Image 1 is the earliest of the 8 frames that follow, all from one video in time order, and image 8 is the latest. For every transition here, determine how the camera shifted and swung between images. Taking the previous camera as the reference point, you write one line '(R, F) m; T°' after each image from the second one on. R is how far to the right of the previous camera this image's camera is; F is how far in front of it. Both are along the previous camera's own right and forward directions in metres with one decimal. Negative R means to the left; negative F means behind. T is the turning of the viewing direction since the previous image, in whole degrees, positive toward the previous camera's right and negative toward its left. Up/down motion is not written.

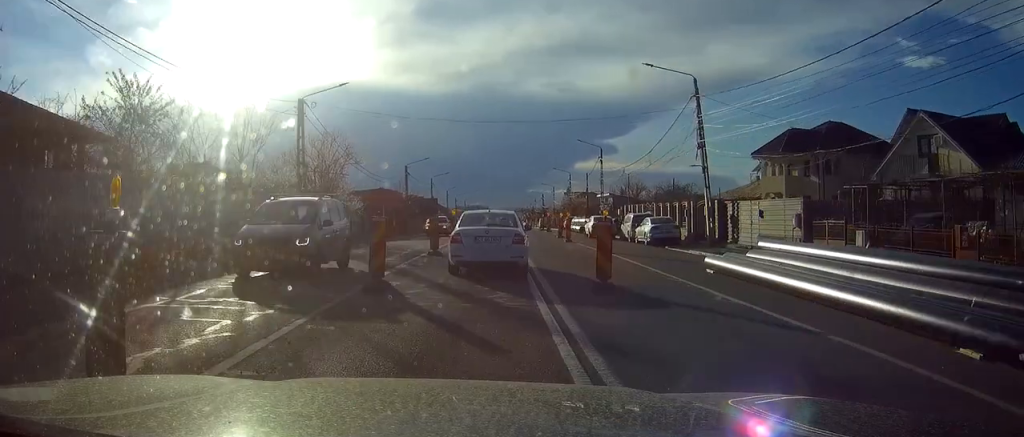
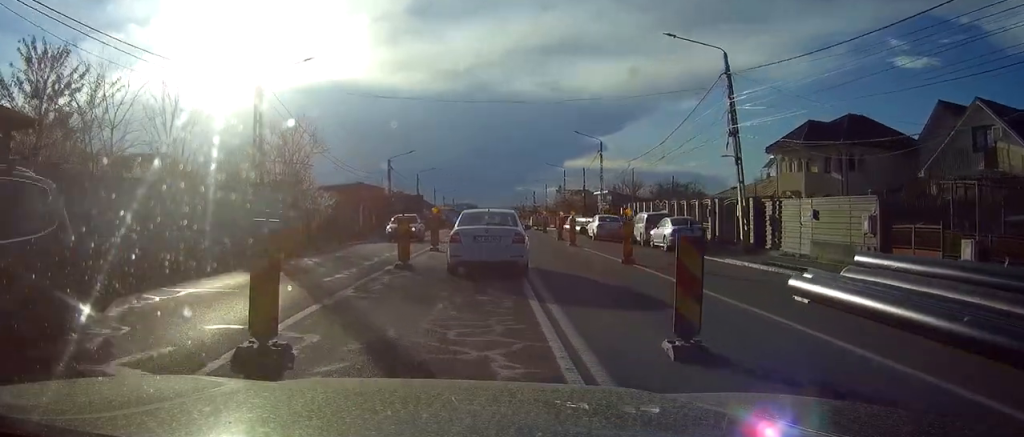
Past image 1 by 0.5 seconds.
(0.0, +6.0) m; +1°
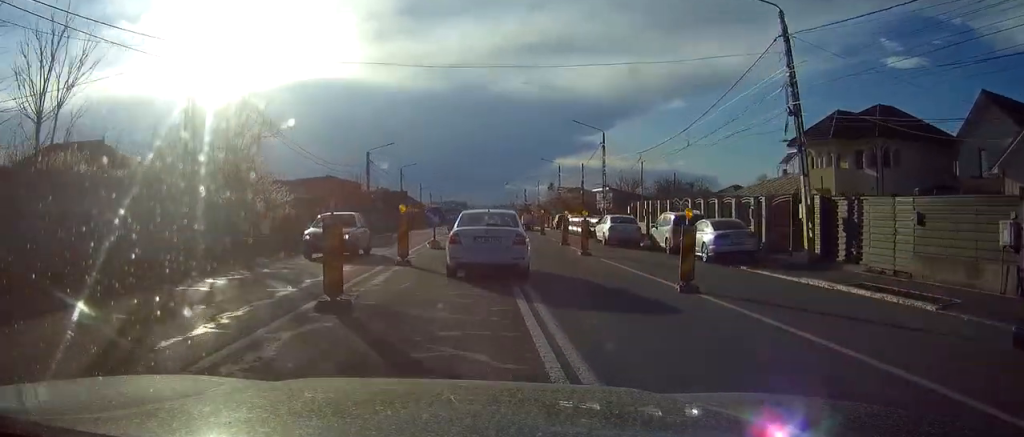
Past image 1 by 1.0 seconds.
(+0.1, +7.1) m; +1°
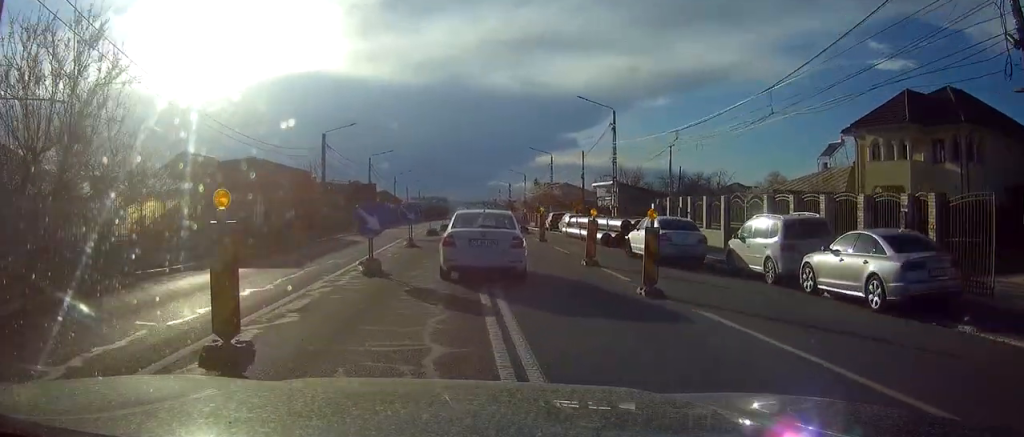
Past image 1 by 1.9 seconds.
(+0.2, +12.2) m; +1°
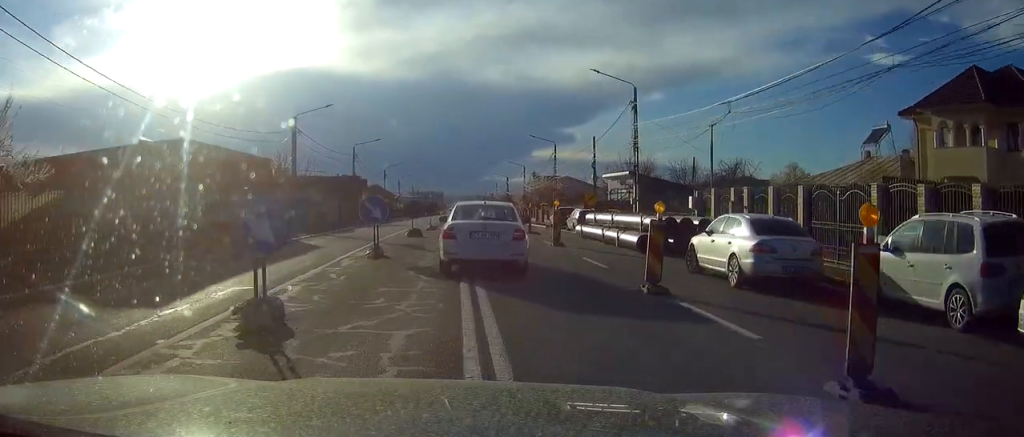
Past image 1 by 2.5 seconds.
(0.0, +7.9) m; 0°
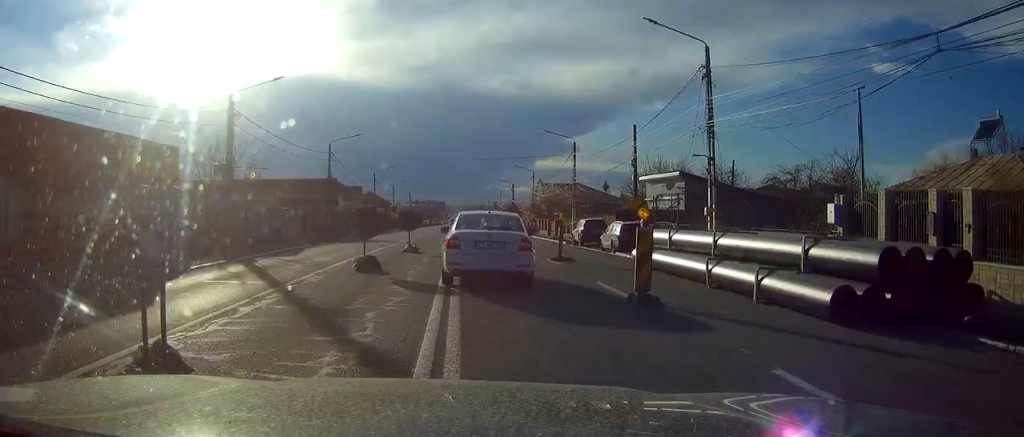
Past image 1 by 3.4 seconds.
(+0.1, +13.2) m; 0°
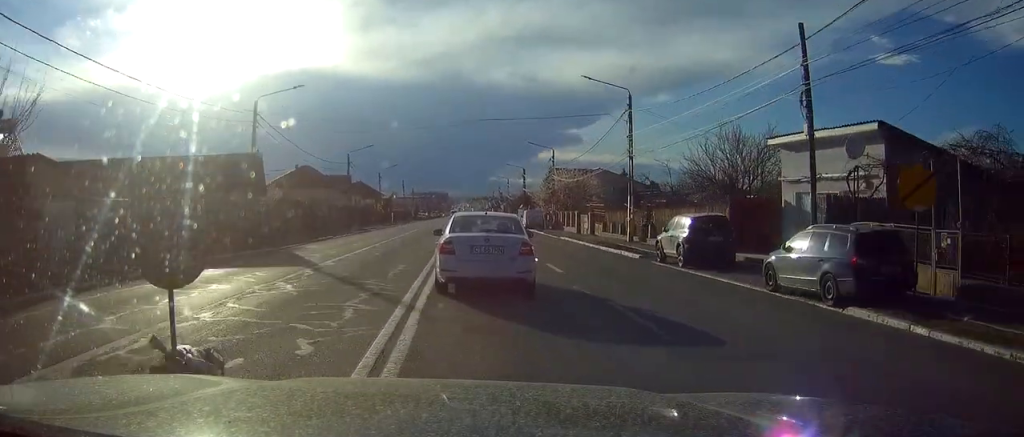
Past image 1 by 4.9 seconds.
(0.0, +21.5) m; 0°
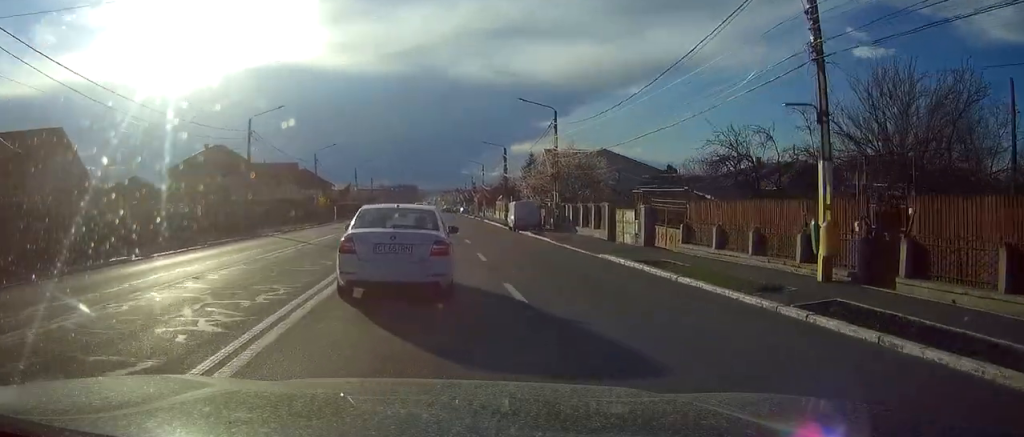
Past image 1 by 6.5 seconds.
(+0.3, +25.2) m; +1°
